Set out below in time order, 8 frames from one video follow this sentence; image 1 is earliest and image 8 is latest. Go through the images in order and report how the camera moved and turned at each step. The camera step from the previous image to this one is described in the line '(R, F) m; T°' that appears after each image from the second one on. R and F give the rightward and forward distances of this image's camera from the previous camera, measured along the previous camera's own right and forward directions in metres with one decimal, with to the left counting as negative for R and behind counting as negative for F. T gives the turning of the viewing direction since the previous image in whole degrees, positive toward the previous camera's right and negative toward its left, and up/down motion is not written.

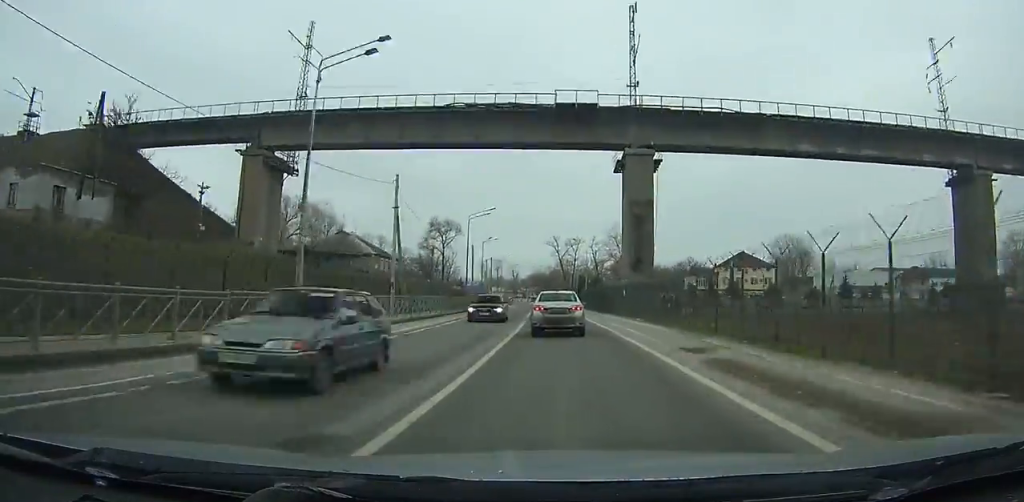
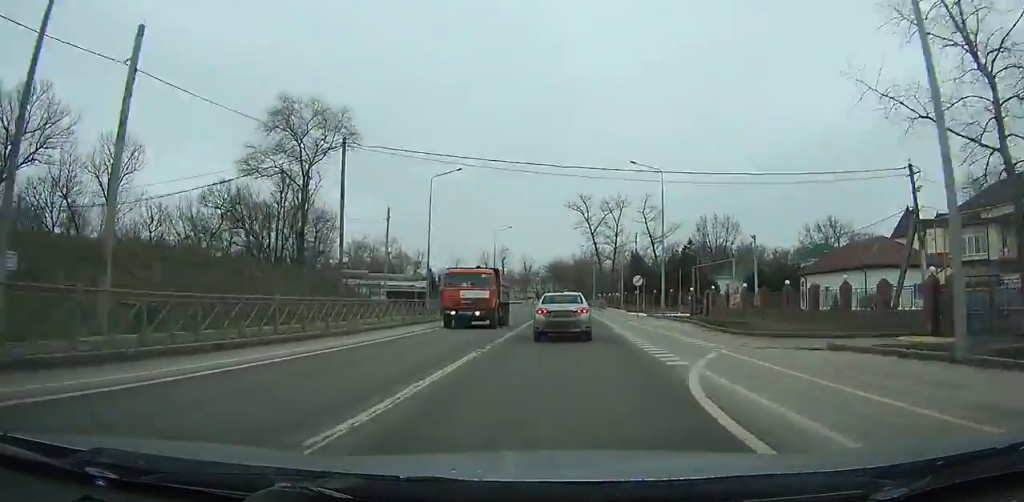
(-2.6, +85.5) m; -3°
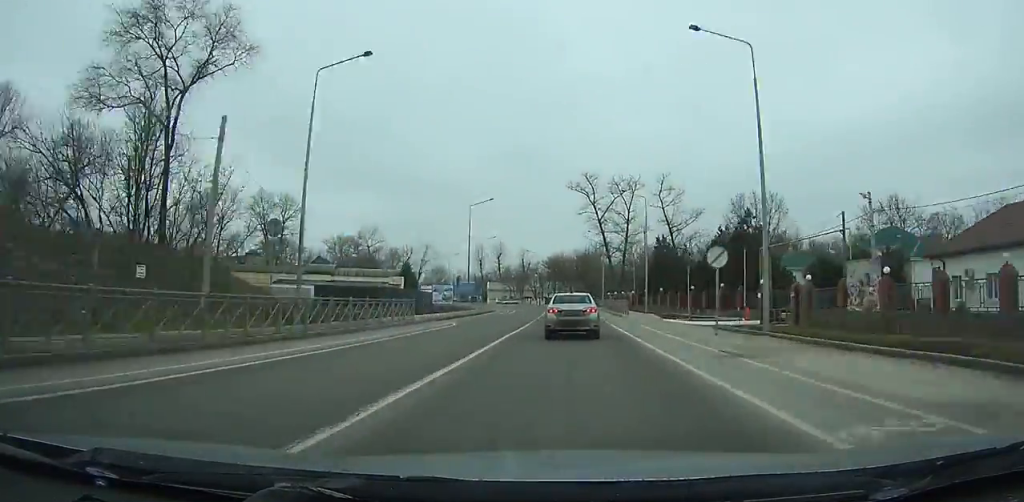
(0.0, +21.1) m; -1°
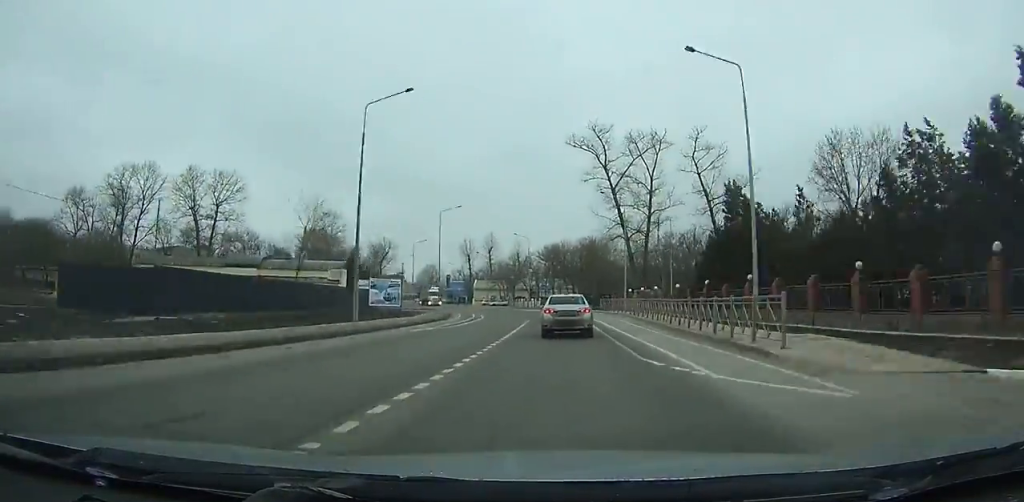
(-0.3, +30.0) m; -3°
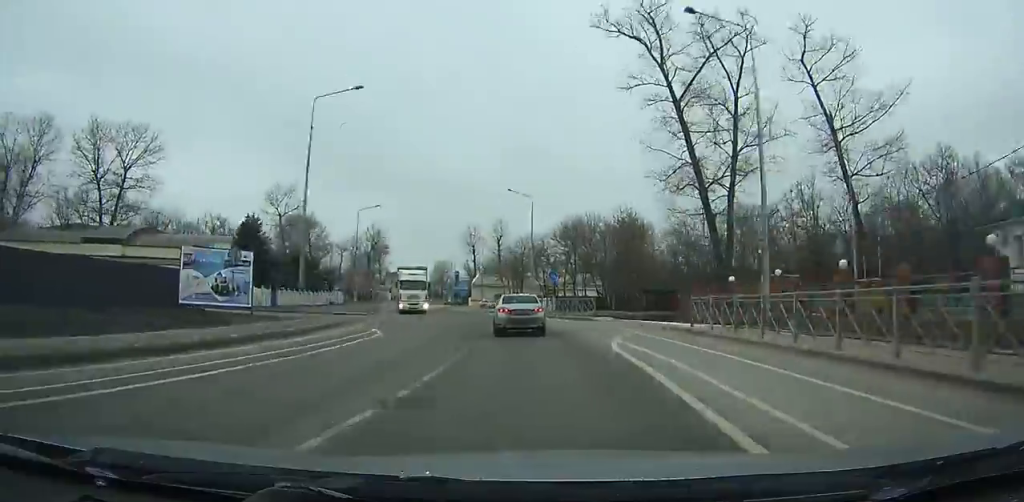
(-0.4, +34.2) m; -6°
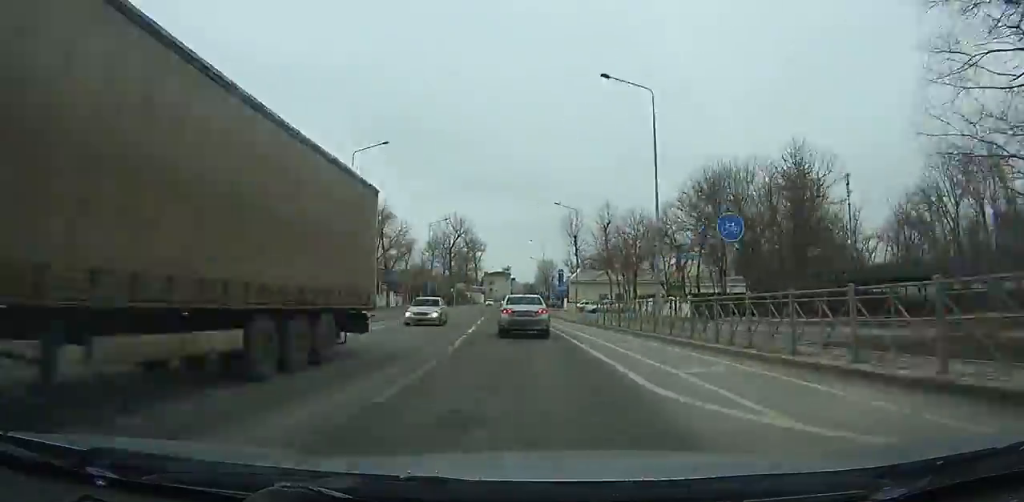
(-2.6, +26.9) m; -6°
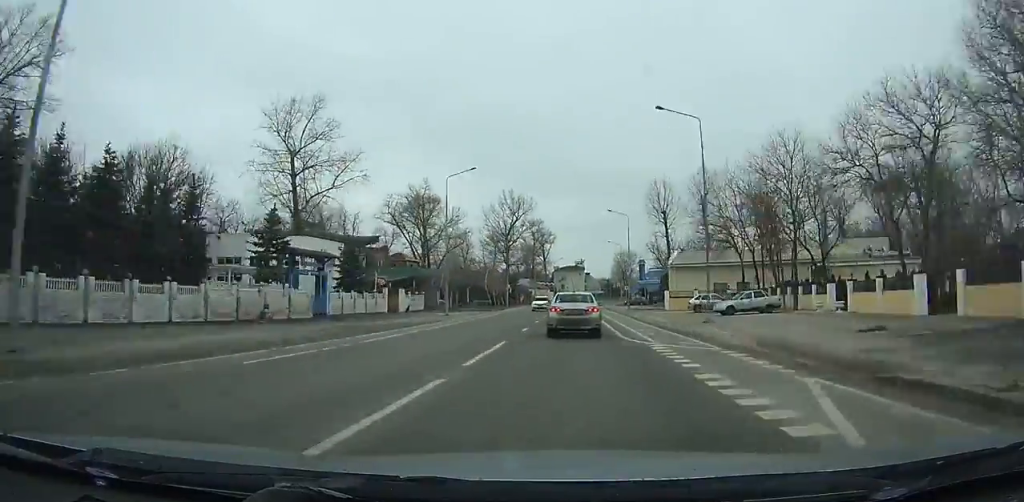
(-1.3, +27.1) m; -3°
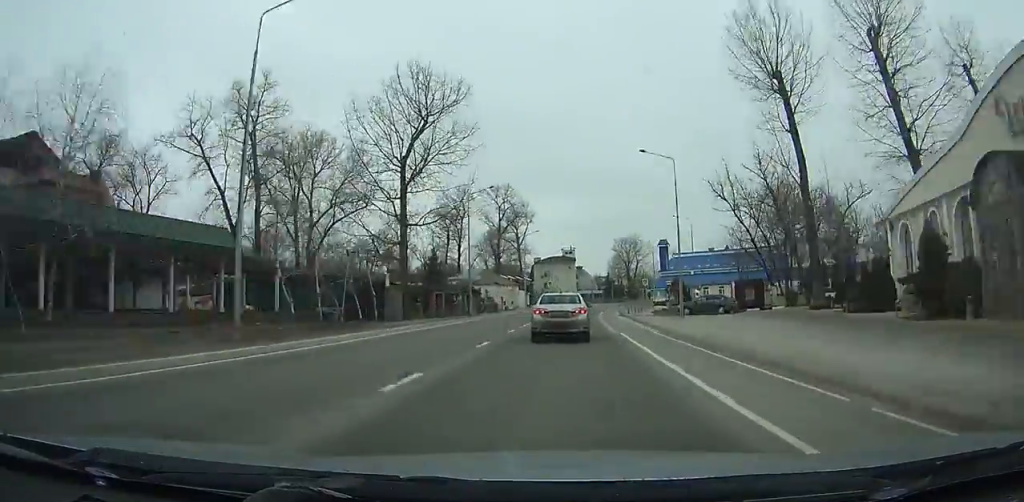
(-1.7, +61.2) m; 0°
